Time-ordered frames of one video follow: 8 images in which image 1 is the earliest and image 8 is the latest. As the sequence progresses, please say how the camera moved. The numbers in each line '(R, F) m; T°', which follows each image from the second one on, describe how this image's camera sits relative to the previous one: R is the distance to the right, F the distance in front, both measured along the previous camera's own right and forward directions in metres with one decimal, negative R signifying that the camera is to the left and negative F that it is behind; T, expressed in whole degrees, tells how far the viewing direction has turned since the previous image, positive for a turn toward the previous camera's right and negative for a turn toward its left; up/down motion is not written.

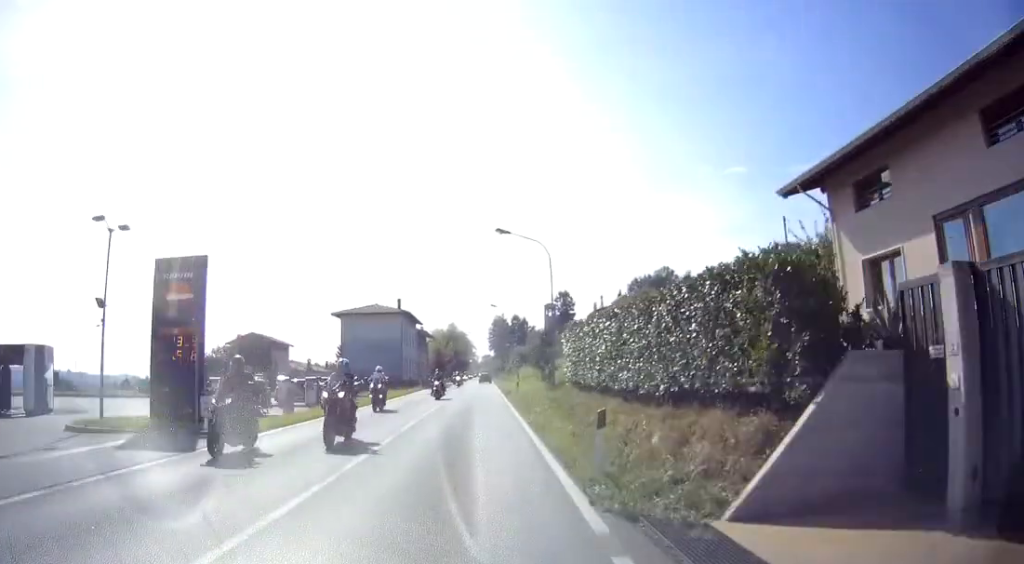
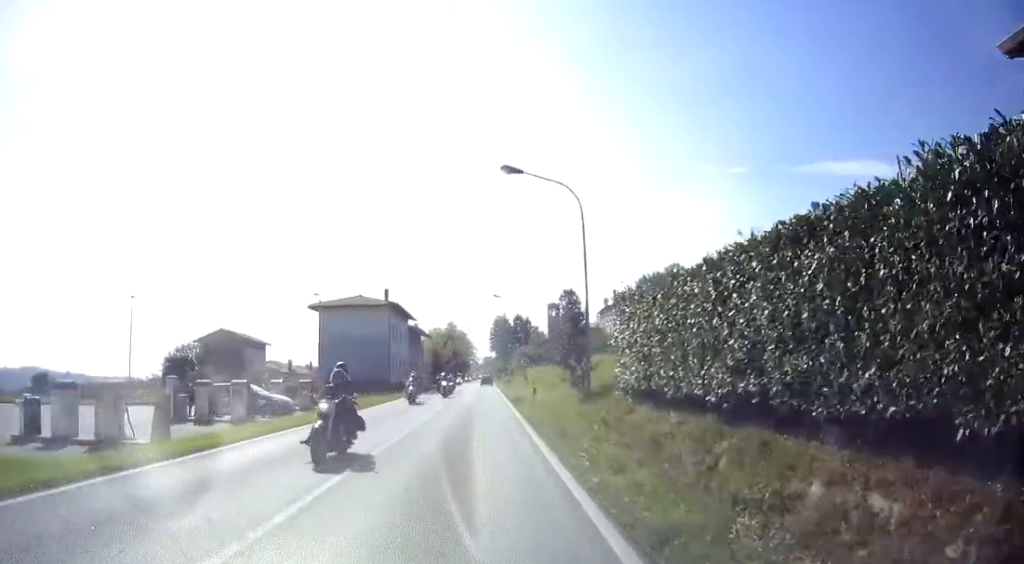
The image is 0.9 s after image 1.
(0.0, +10.0) m; +1°
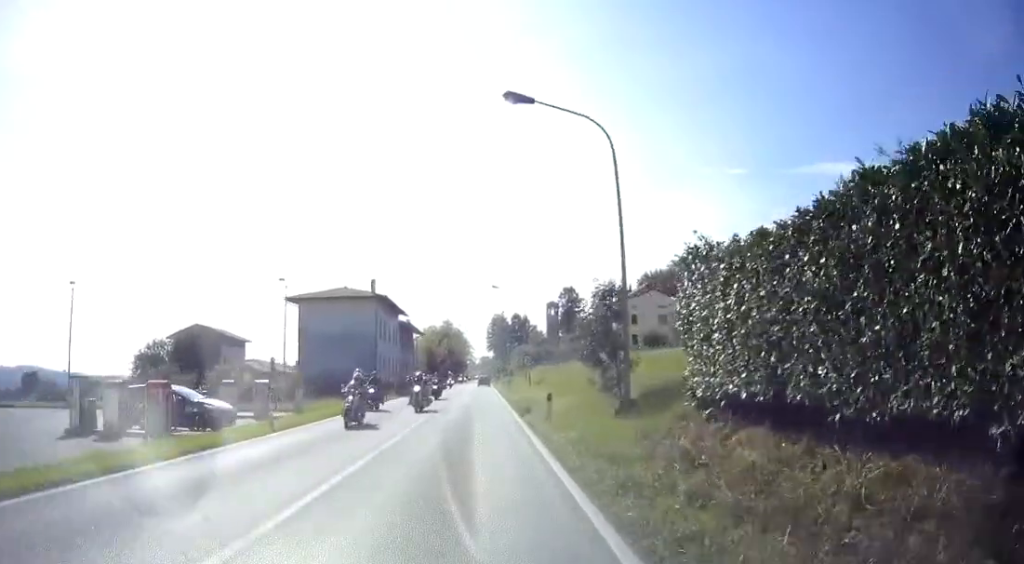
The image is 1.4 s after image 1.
(-0.1, +5.8) m; +1°
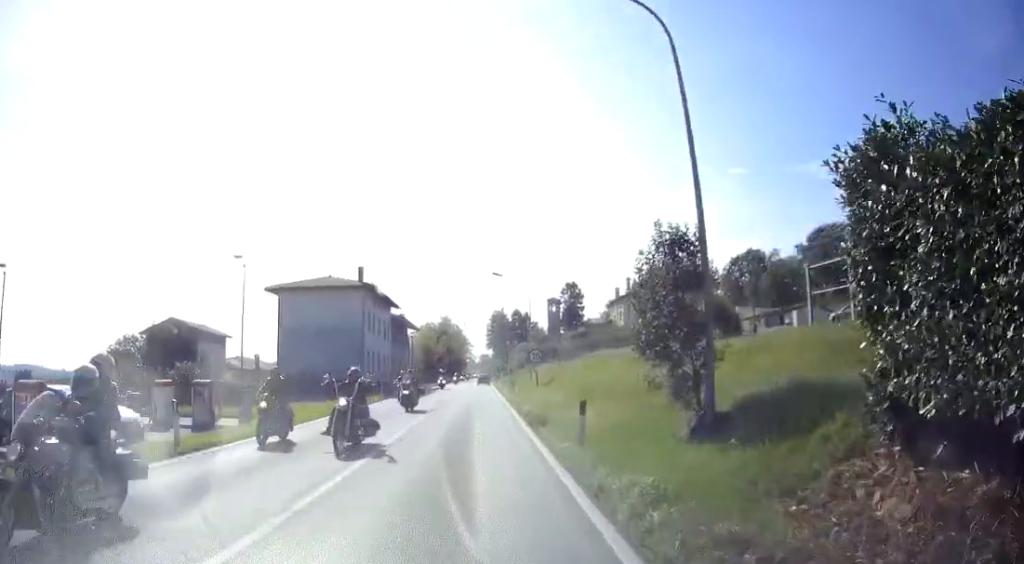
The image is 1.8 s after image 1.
(+0.1, +5.4) m; 0°
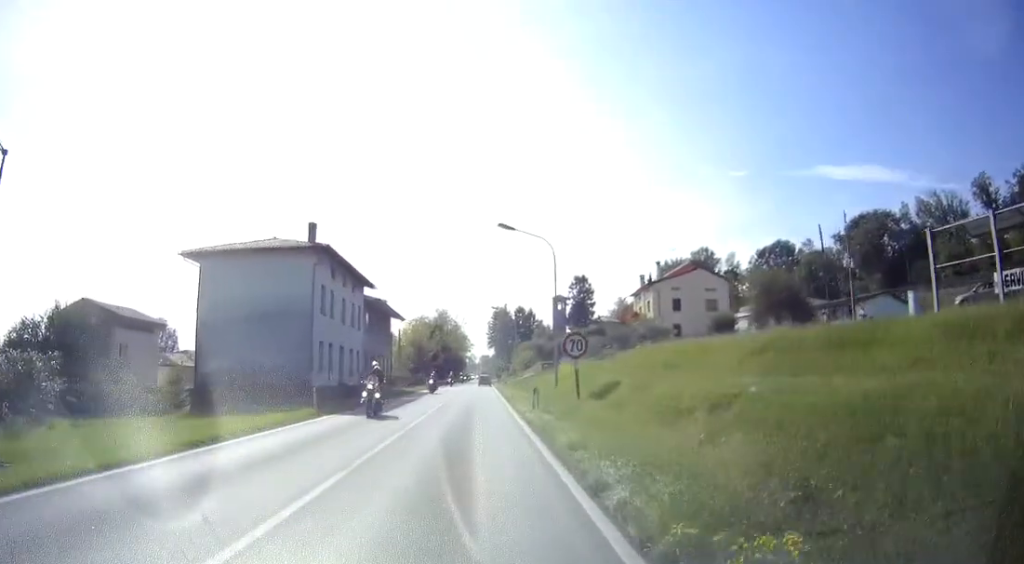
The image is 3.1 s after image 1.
(-0.1, +14.5) m; -1°
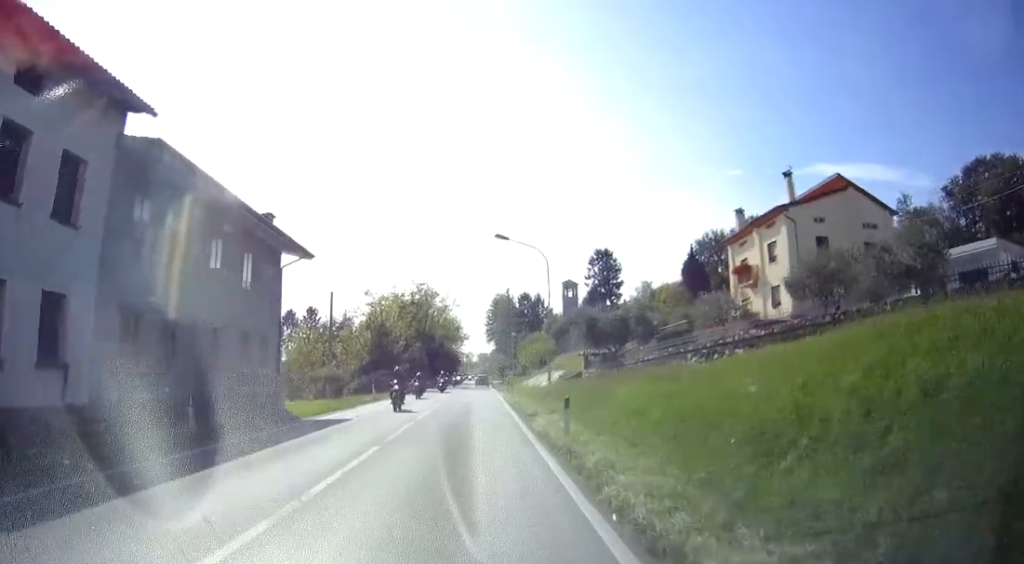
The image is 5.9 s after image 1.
(0.0, +33.1) m; 0°
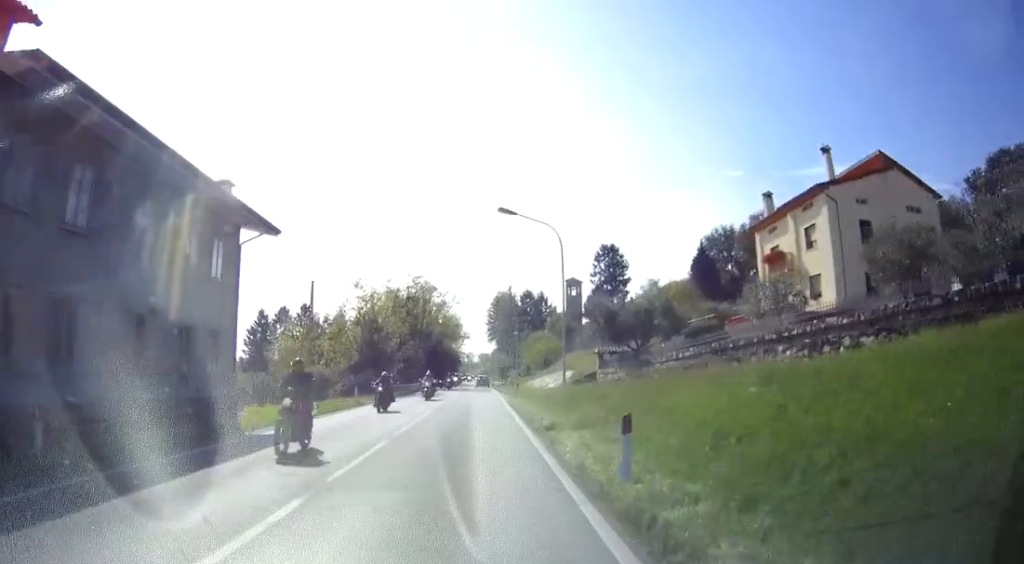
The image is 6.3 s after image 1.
(0.0, +5.1) m; 0°
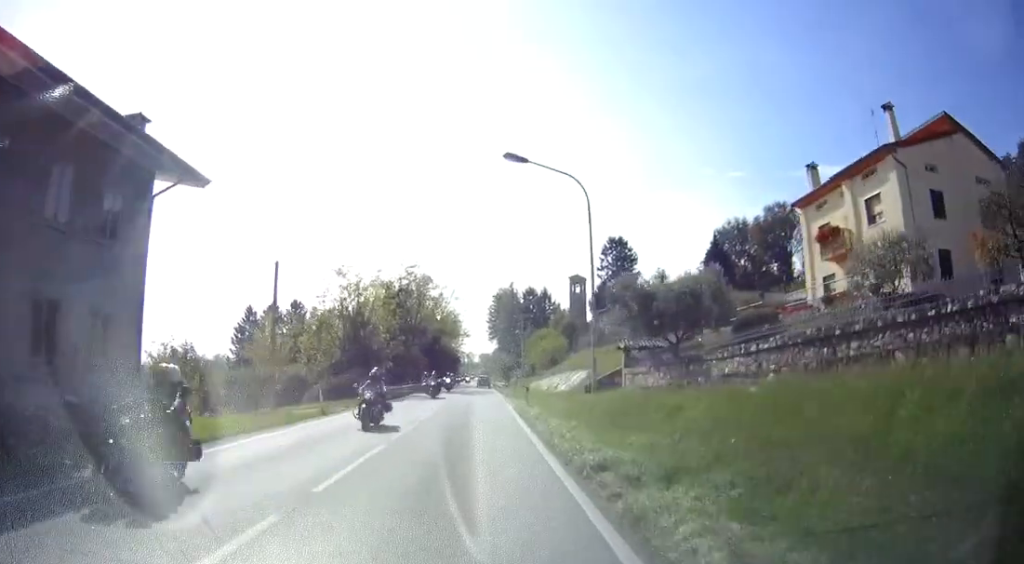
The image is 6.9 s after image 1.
(0.0, +6.7) m; 0°
